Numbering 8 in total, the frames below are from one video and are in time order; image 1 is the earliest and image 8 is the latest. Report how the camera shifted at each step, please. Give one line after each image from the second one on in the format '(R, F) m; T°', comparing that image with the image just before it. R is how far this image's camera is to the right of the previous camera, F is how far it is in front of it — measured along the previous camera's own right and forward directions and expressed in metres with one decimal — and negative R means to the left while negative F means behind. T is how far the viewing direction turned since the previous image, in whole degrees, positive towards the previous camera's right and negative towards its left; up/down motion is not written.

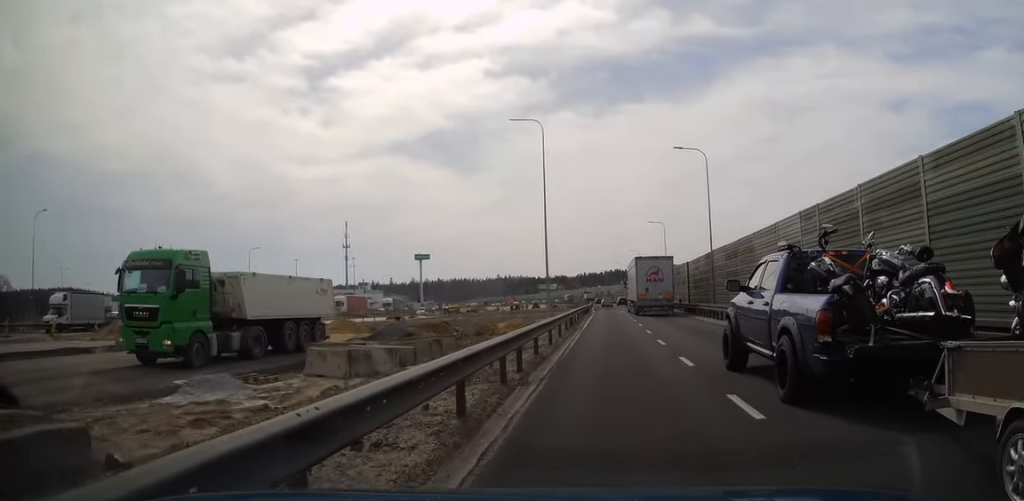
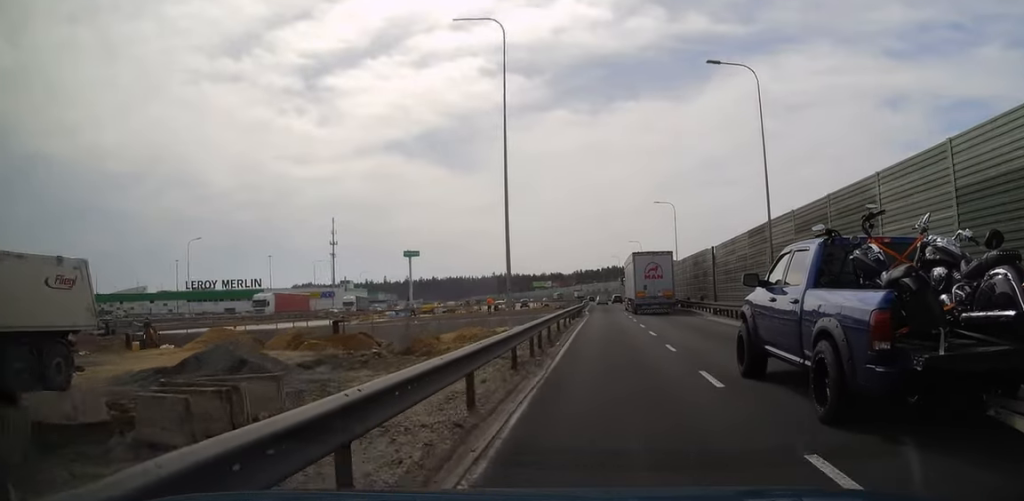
(0.0, +15.2) m; 0°
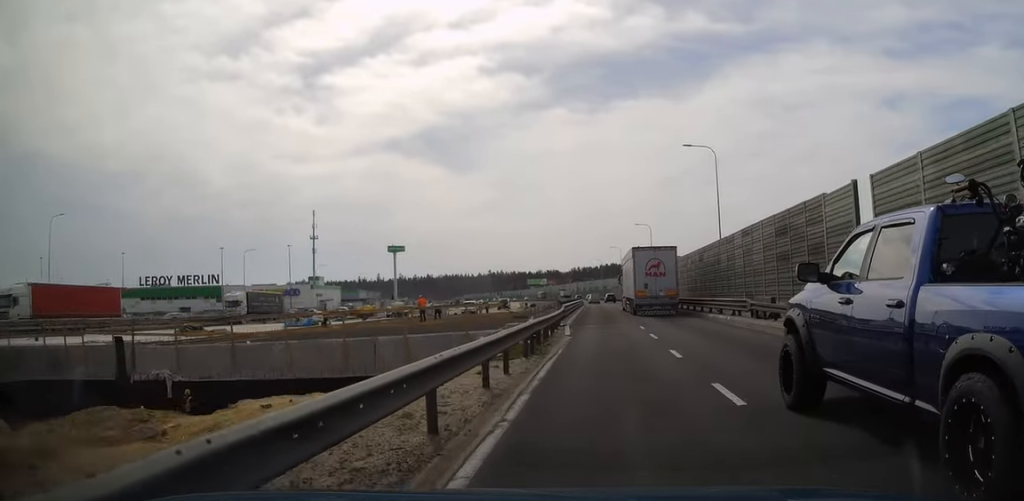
(+0.1, +25.6) m; 0°
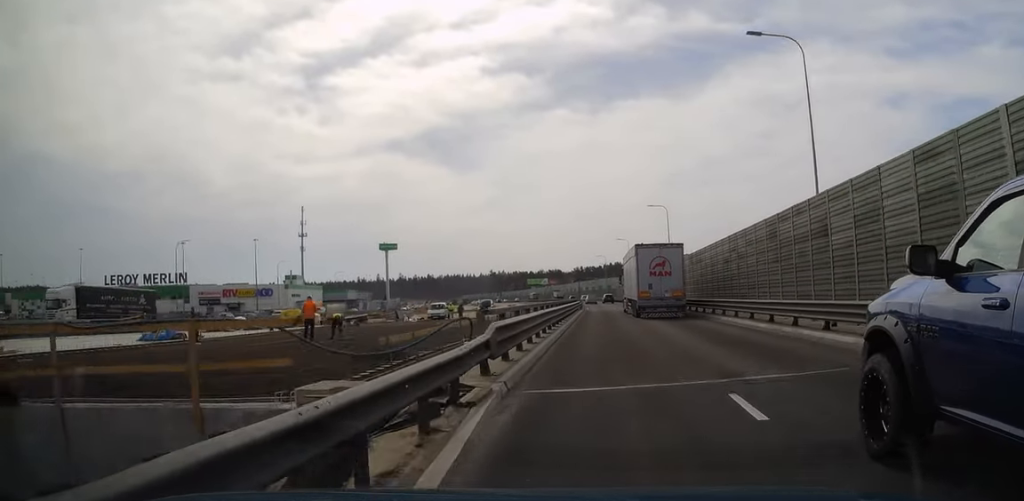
(0.0, +19.0) m; 0°
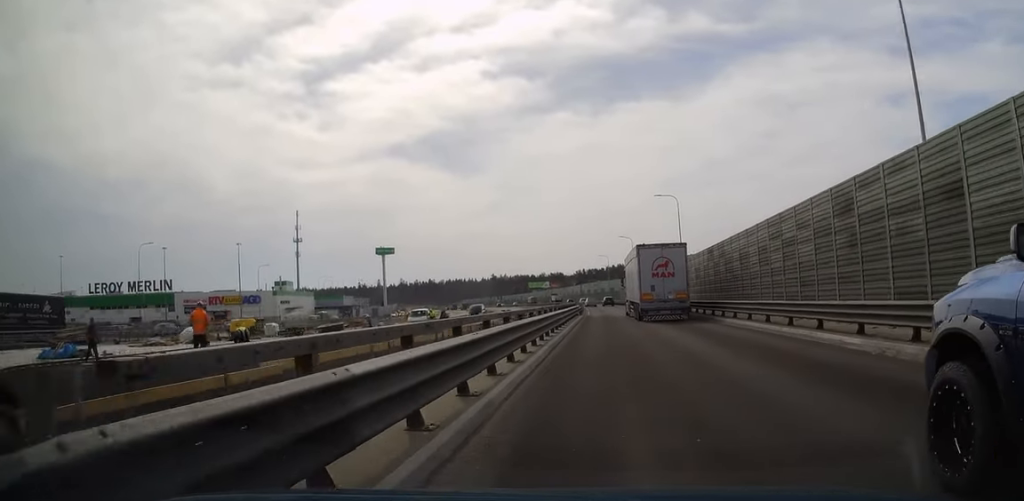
(0.0, +8.4) m; 0°
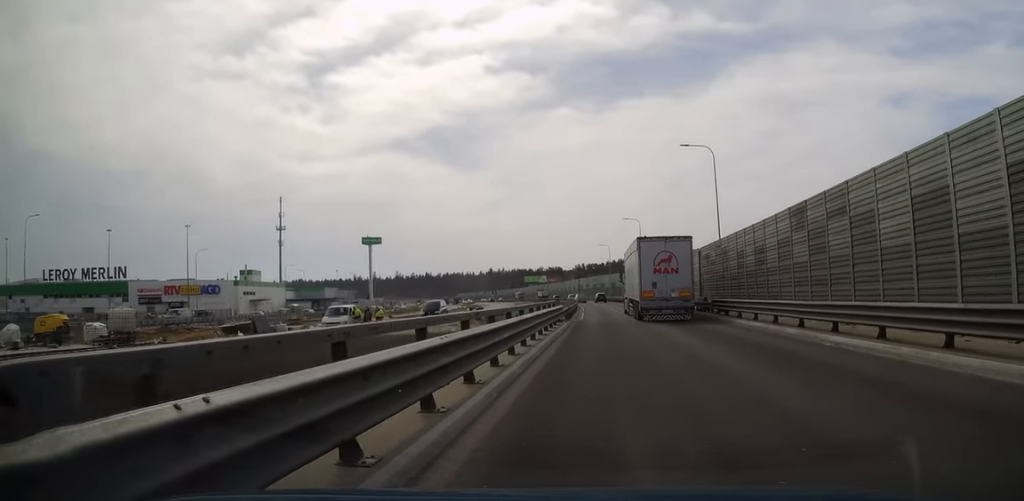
(-0.1, +19.6) m; 0°
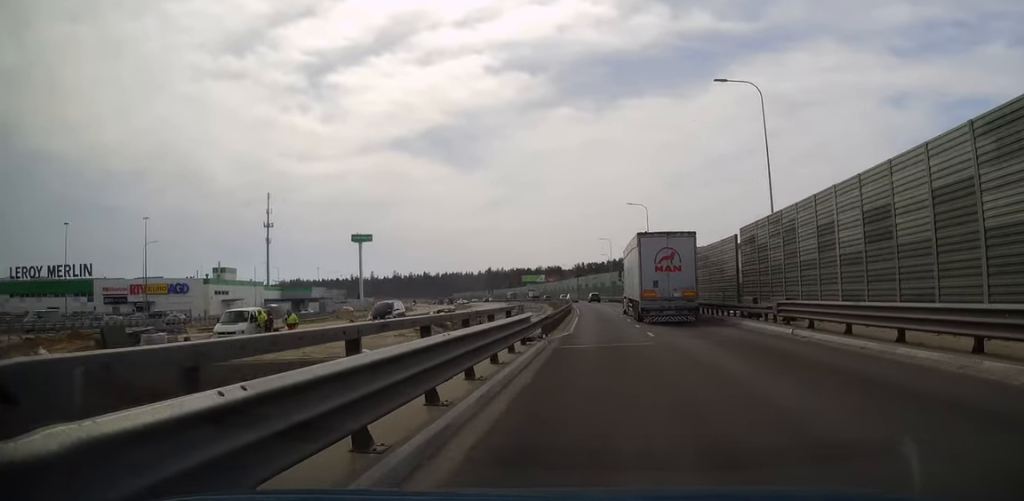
(0.0, +13.1) m; 0°
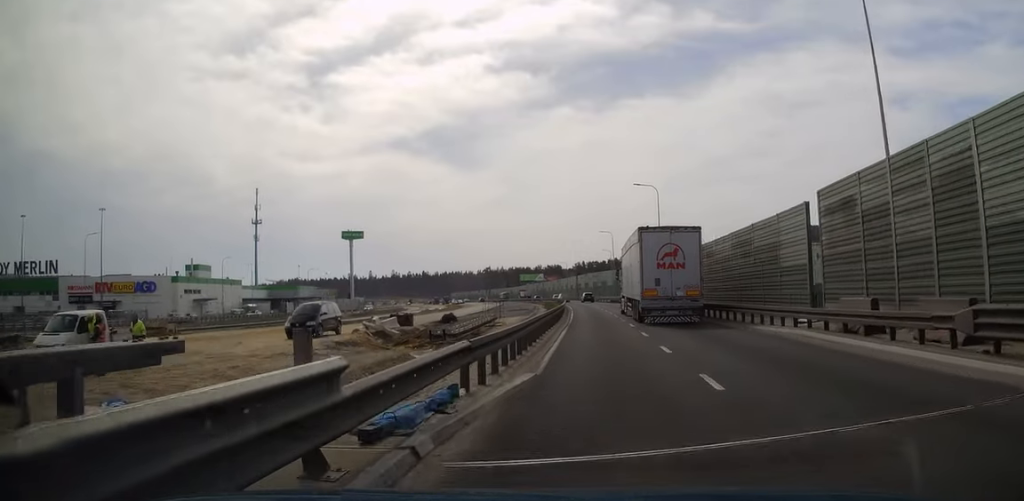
(0.0, +12.1) m; 0°
